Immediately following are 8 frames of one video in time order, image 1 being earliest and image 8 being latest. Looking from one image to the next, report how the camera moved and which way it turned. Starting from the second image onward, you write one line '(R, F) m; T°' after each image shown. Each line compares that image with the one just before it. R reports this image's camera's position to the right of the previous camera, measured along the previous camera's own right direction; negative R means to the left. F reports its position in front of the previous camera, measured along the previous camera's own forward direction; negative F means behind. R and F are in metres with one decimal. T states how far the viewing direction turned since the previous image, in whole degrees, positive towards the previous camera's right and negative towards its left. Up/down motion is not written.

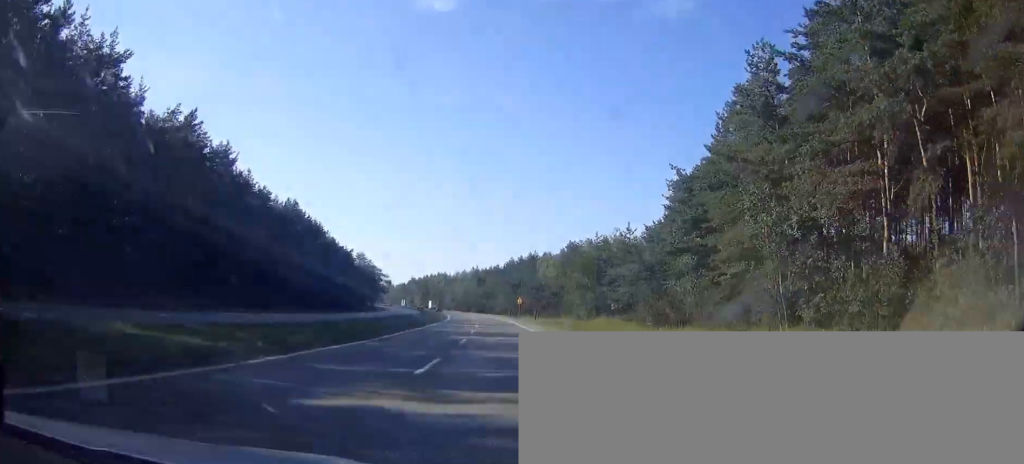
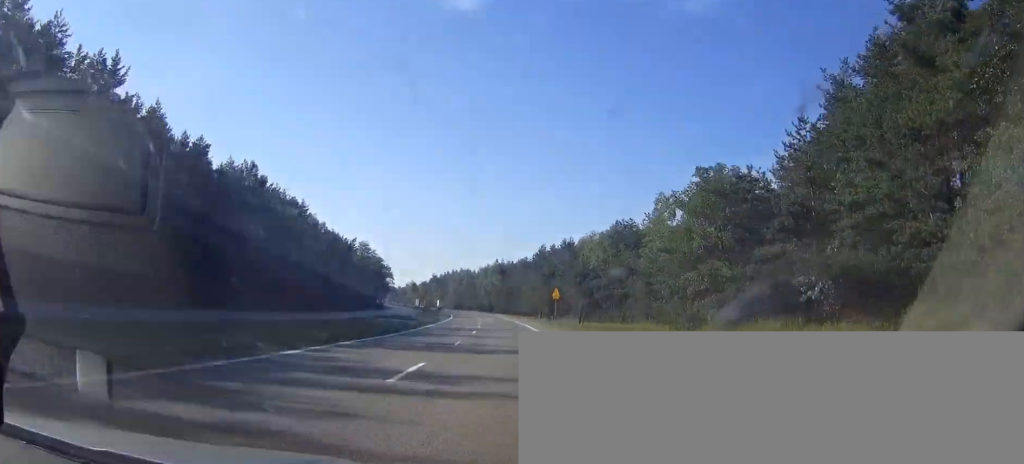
(-1.1, +38.1) m; -3°
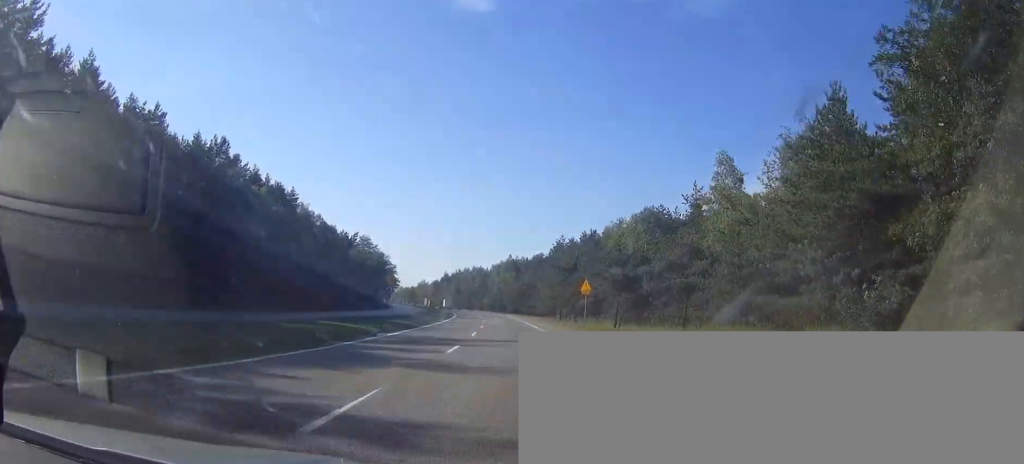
(-0.1, +17.0) m; -1°
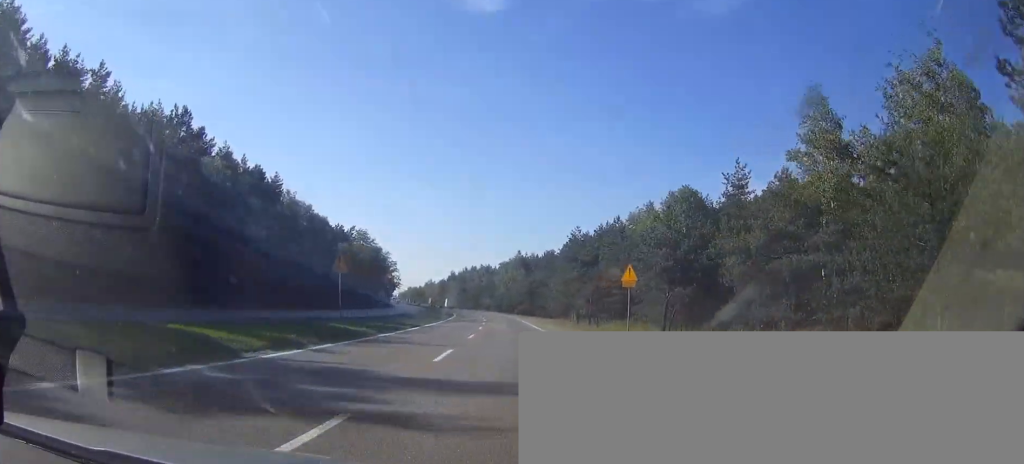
(-0.3, +15.0) m; -1°
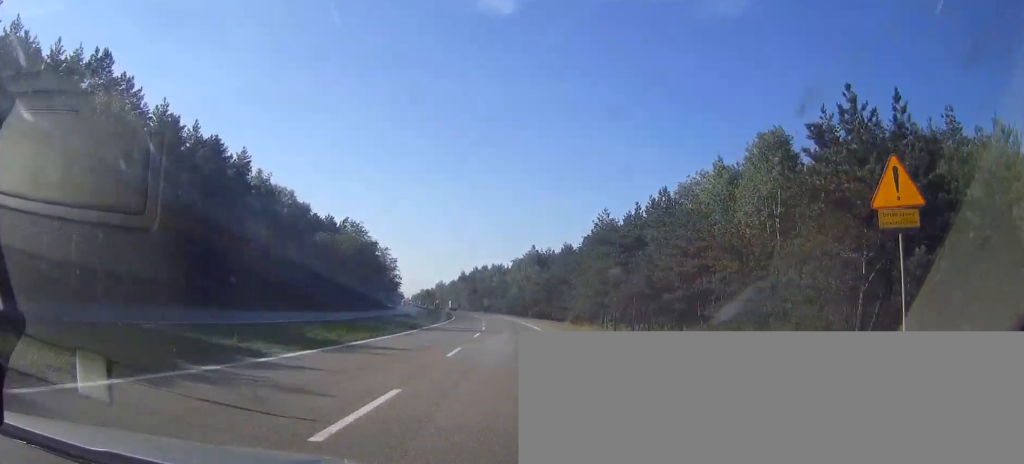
(-0.2, +21.6) m; 0°
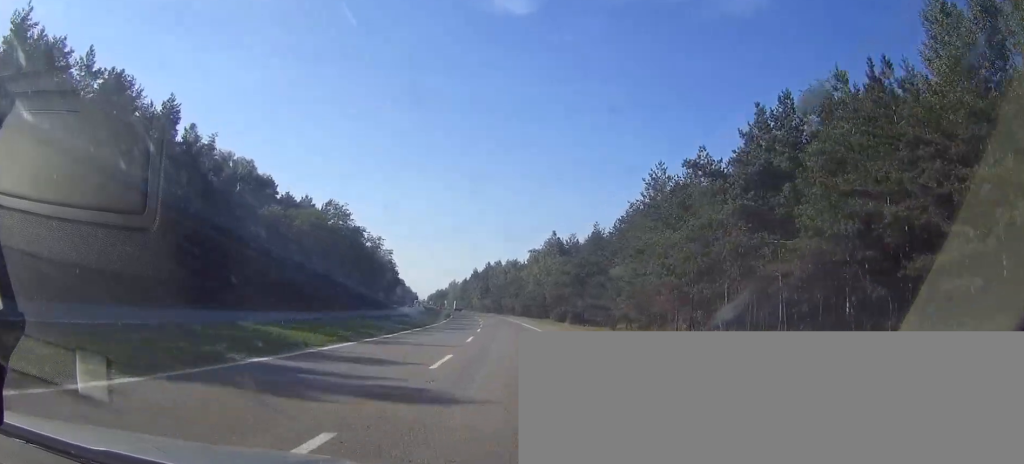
(0.0, +29.1) m; -1°
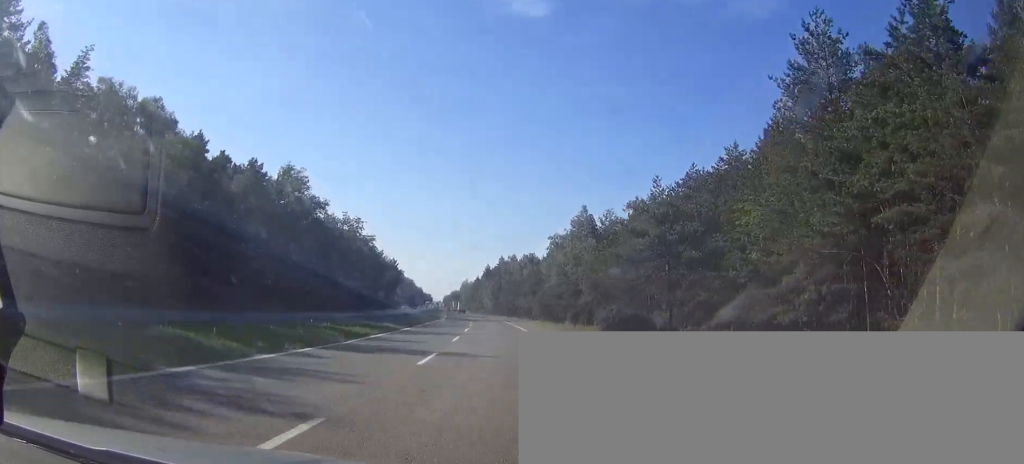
(-0.6, +35.6) m; -2°
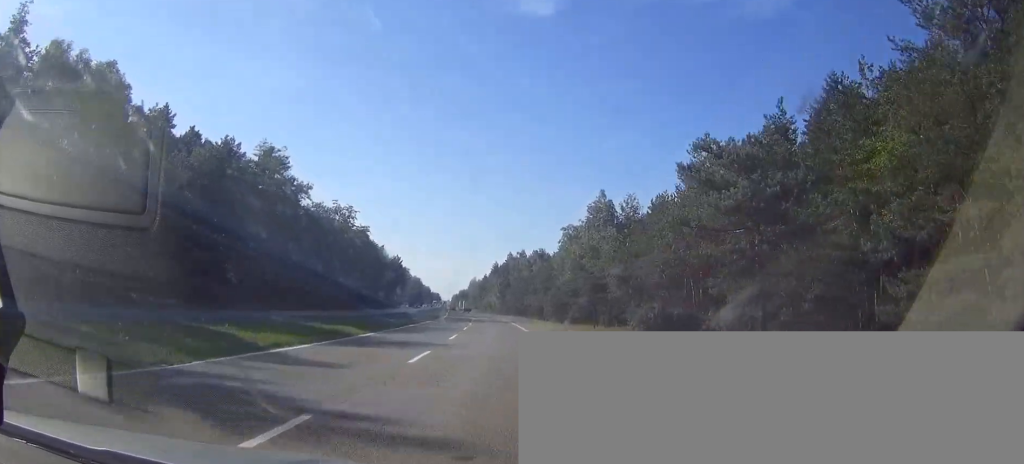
(-0.1, +12.3) m; -1°
